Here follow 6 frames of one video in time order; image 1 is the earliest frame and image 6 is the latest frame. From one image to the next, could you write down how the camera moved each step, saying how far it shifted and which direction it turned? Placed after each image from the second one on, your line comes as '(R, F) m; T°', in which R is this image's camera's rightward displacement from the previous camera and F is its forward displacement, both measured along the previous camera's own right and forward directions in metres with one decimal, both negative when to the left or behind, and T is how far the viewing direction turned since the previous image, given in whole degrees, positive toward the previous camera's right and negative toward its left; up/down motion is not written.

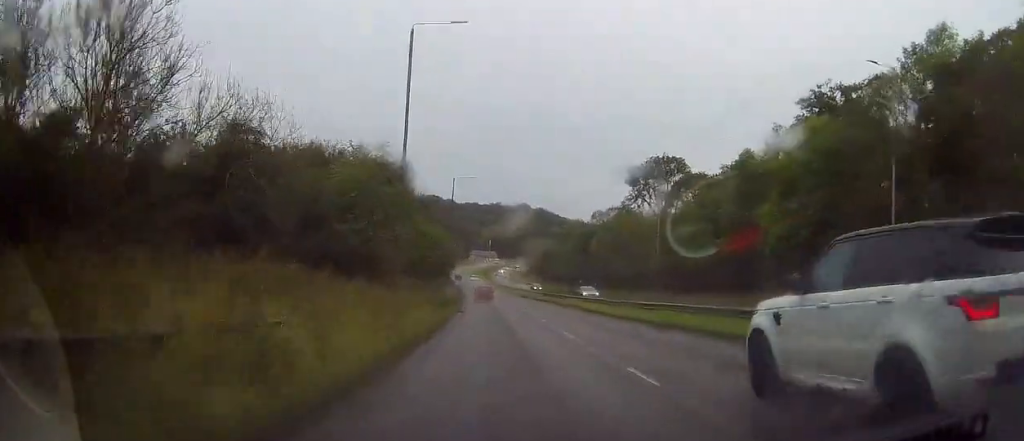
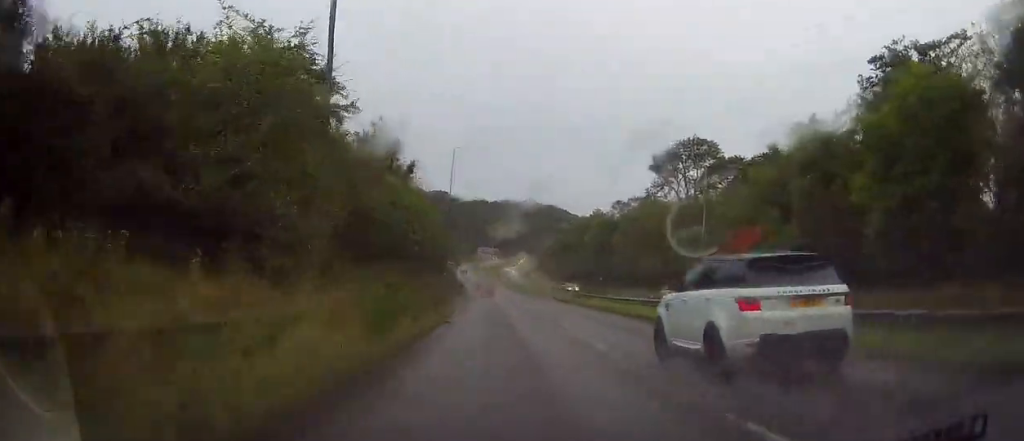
(-0.3, +13.6) m; -1°
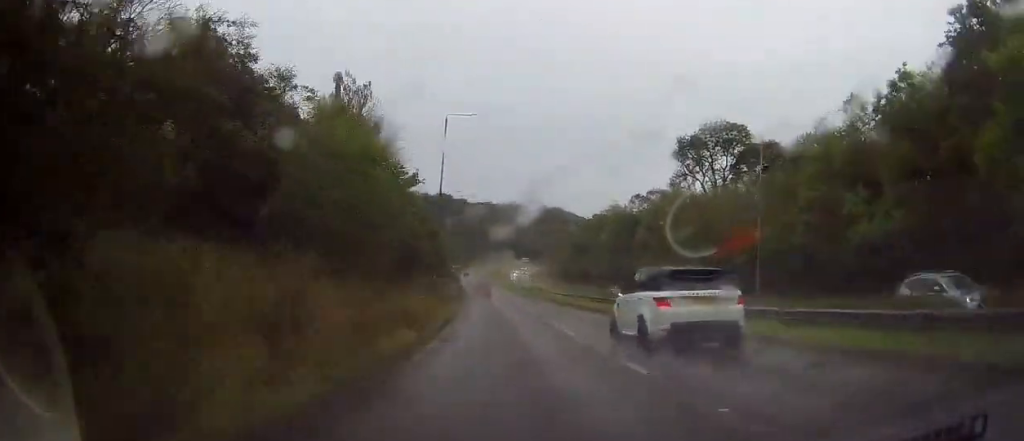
(-0.1, +12.2) m; 0°
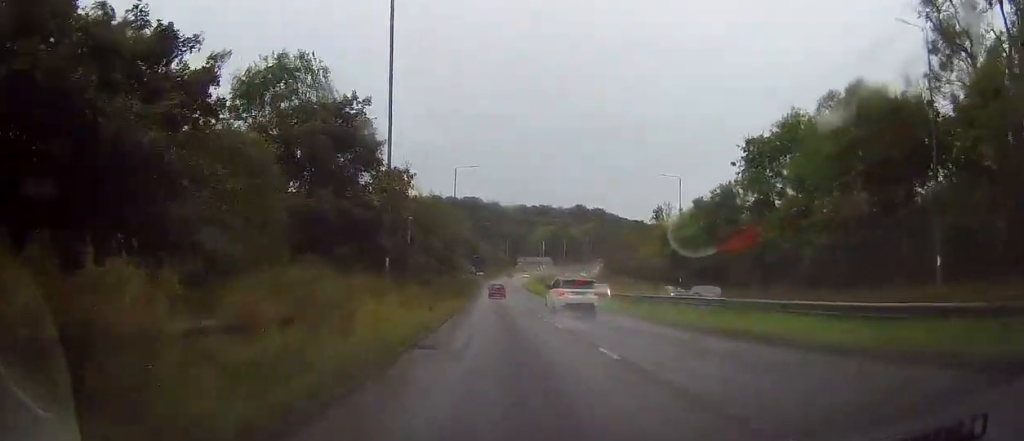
(-1.8, +61.2) m; -4°
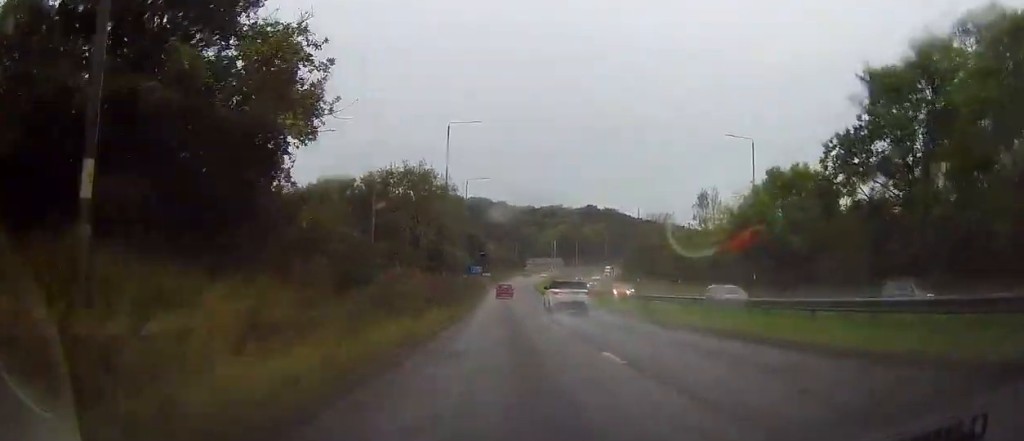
(-0.2, +18.6) m; 0°
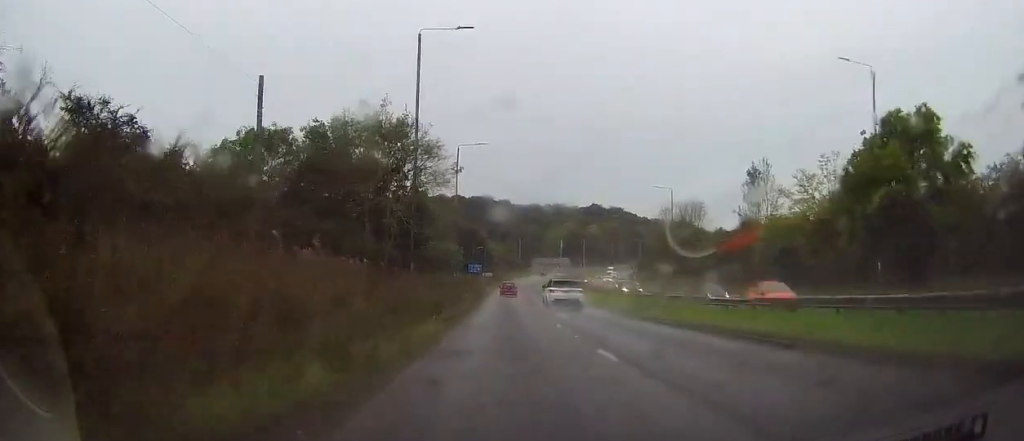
(+0.4, +18.0) m; 0°
